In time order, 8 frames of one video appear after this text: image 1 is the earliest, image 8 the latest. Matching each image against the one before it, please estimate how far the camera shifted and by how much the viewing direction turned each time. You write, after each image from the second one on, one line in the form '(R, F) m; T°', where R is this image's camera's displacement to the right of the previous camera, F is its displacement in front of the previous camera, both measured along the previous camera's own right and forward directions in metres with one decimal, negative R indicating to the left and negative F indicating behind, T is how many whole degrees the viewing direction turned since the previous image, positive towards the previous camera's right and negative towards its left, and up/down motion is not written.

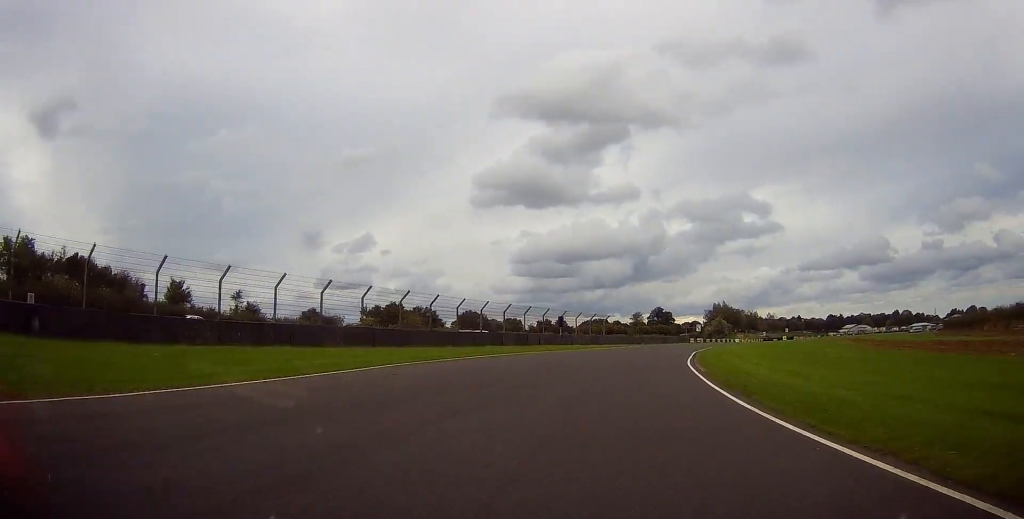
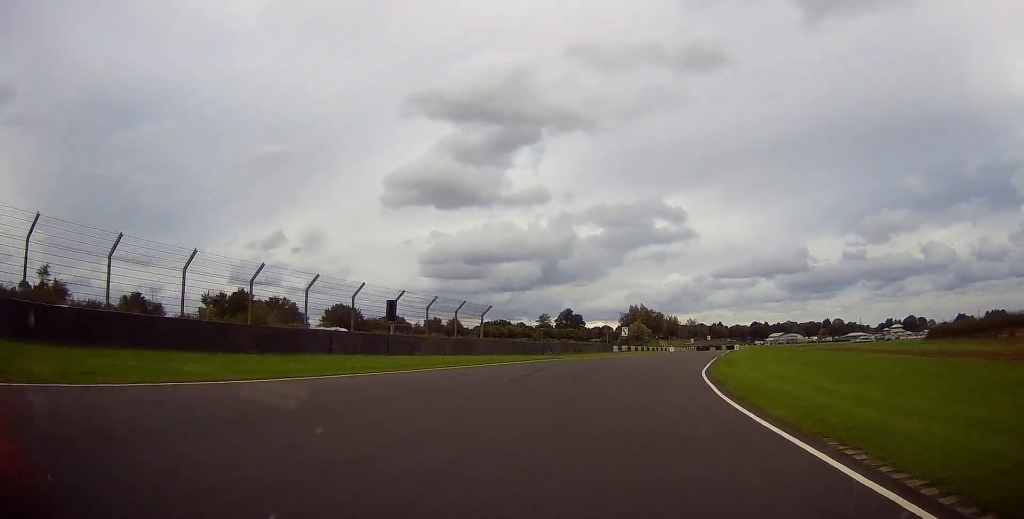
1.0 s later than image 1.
(+2.0, +30.9) m; +7°
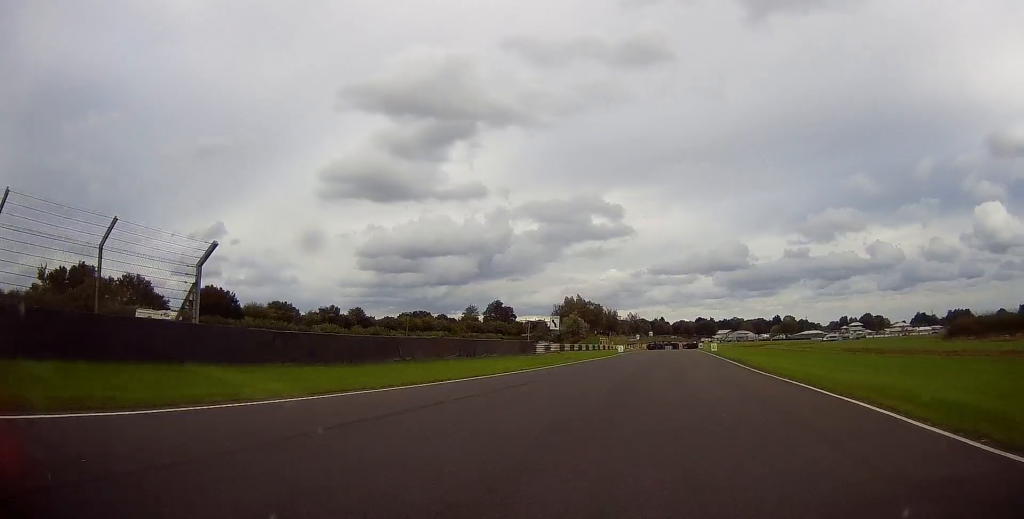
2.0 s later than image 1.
(+1.6, +29.5) m; +6°
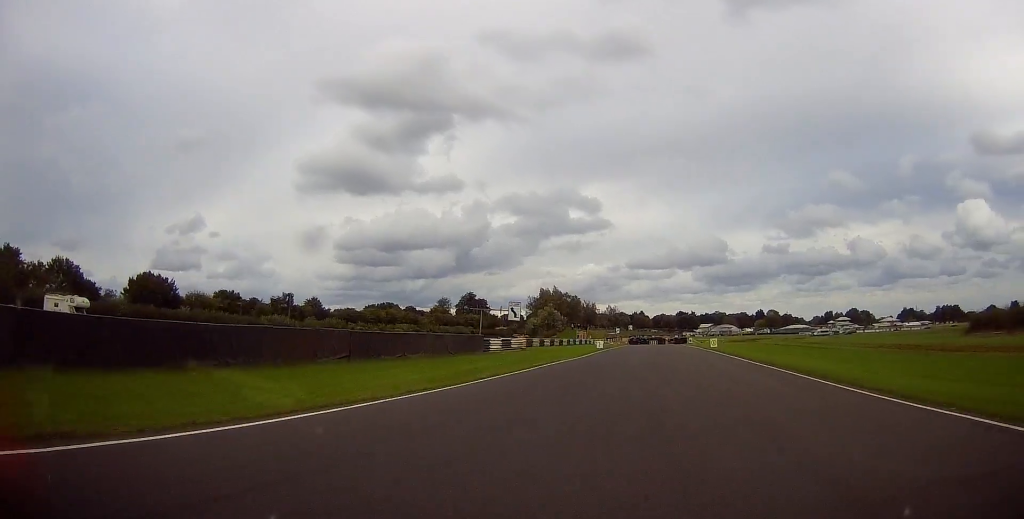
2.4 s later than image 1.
(+0.6, +13.4) m; +2°
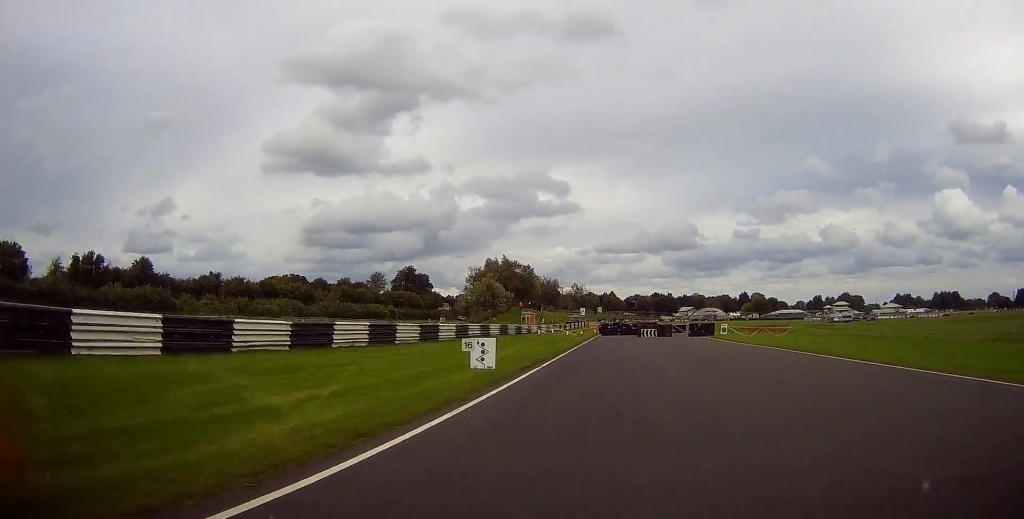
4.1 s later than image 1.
(+1.9, +51.2) m; +3°
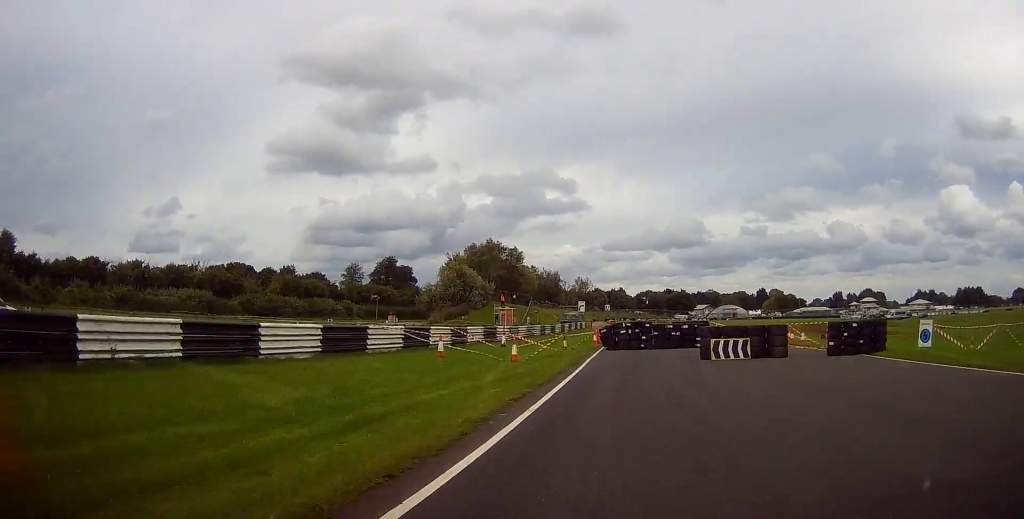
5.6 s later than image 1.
(+0.5, +35.4) m; 0°
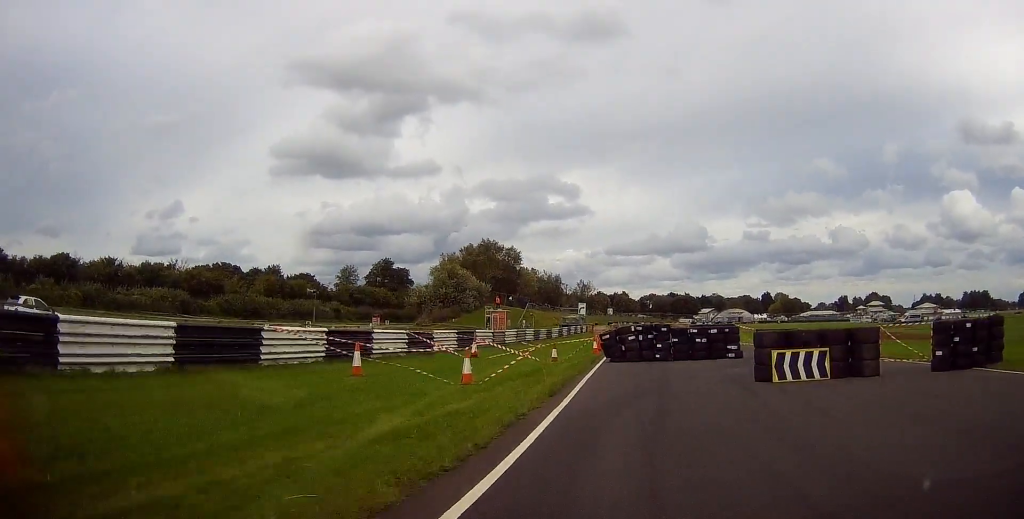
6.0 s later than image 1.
(0.0, +7.6) m; +2°
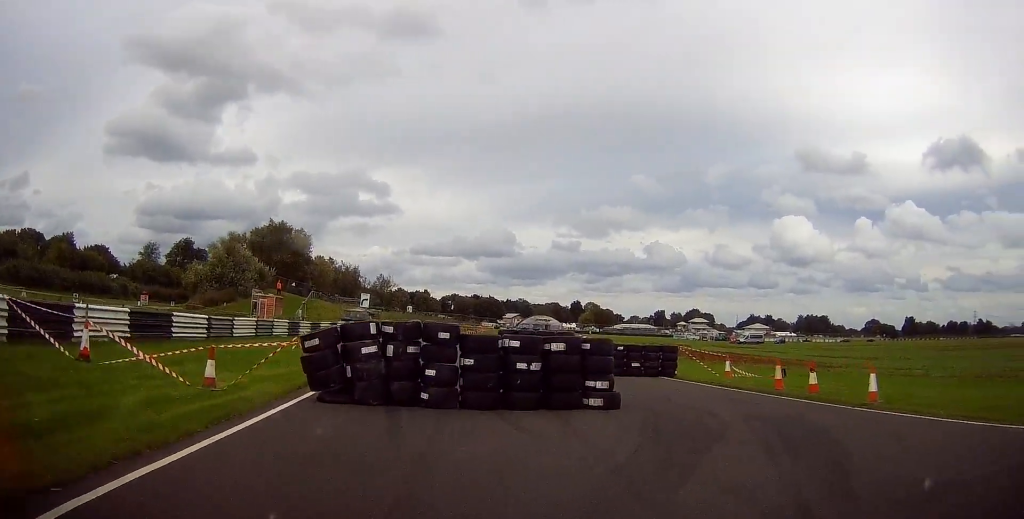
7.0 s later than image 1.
(+0.3, +13.0) m; +8°
